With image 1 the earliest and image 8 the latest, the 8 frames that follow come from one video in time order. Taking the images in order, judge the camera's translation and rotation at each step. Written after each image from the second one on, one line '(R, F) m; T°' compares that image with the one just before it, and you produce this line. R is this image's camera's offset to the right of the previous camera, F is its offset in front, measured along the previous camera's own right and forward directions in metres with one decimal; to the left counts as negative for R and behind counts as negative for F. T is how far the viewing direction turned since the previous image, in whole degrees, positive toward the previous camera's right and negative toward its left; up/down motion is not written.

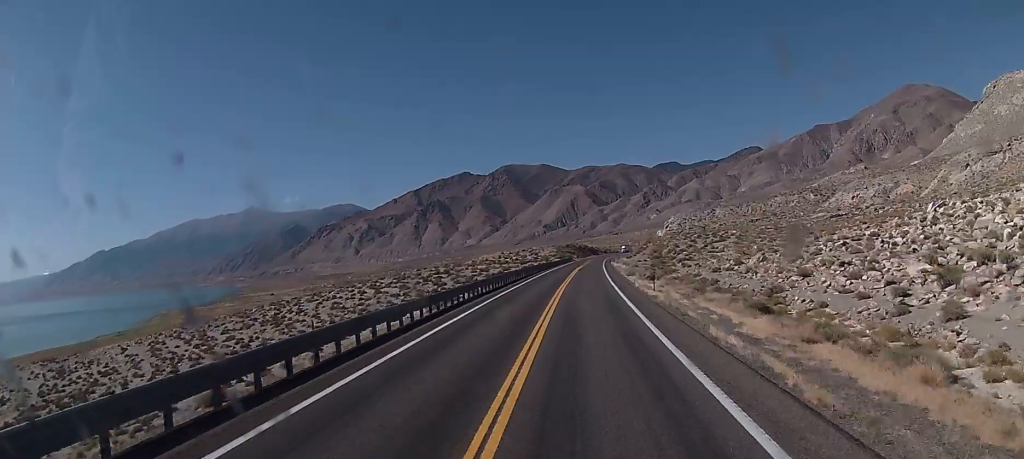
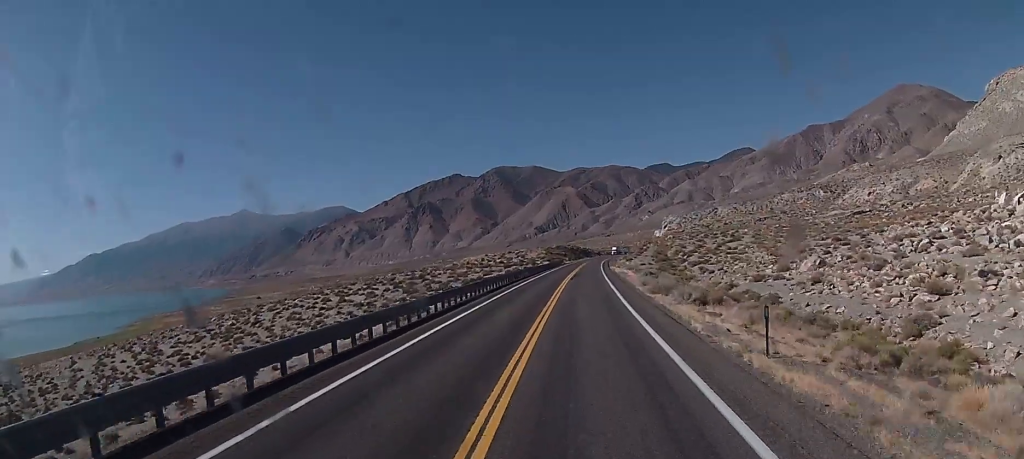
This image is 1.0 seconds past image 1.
(+0.2, +26.8) m; +1°
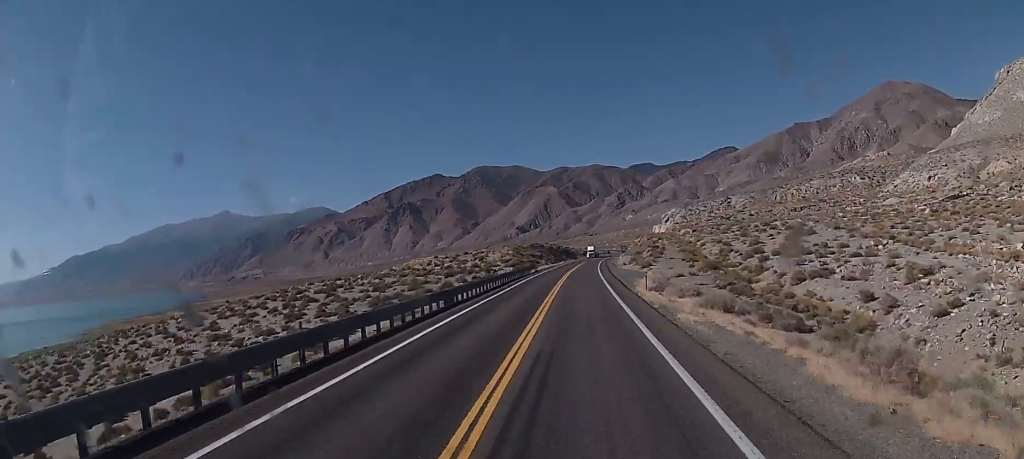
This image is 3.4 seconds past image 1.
(+1.1, +65.5) m; +2°
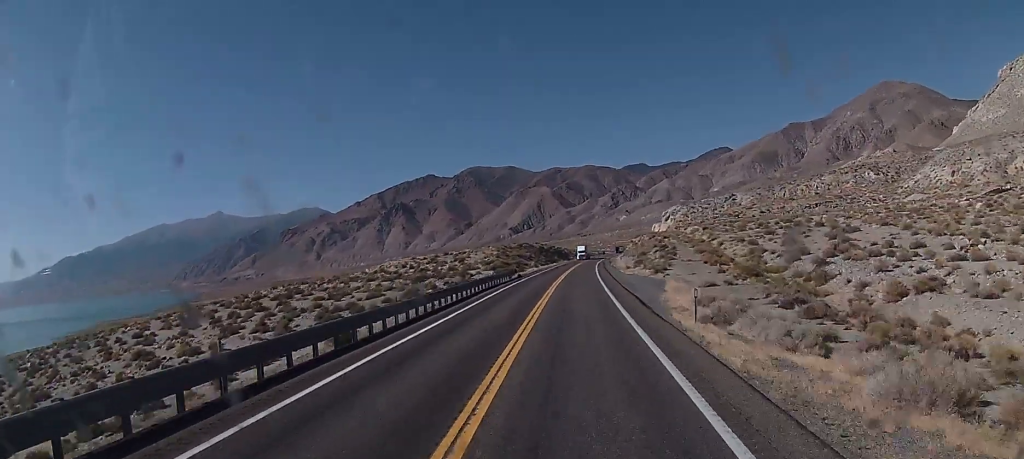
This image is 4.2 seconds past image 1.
(0.0, +19.9) m; +1°
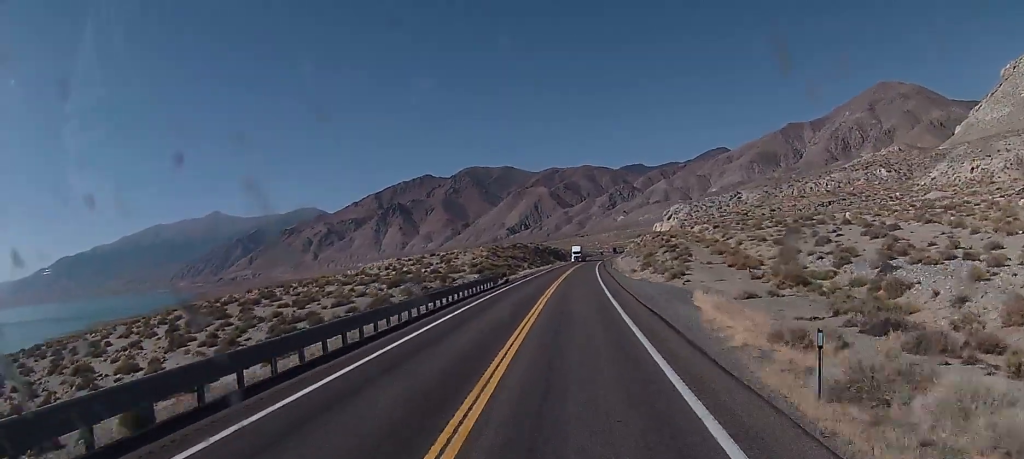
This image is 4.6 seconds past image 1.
(0.0, +12.6) m; 0°
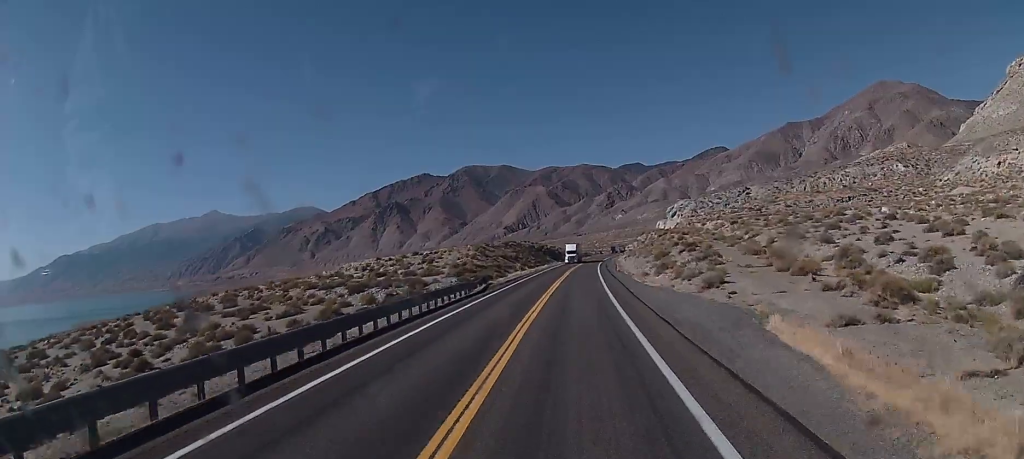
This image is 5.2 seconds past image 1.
(+0.2, +15.3) m; 0°
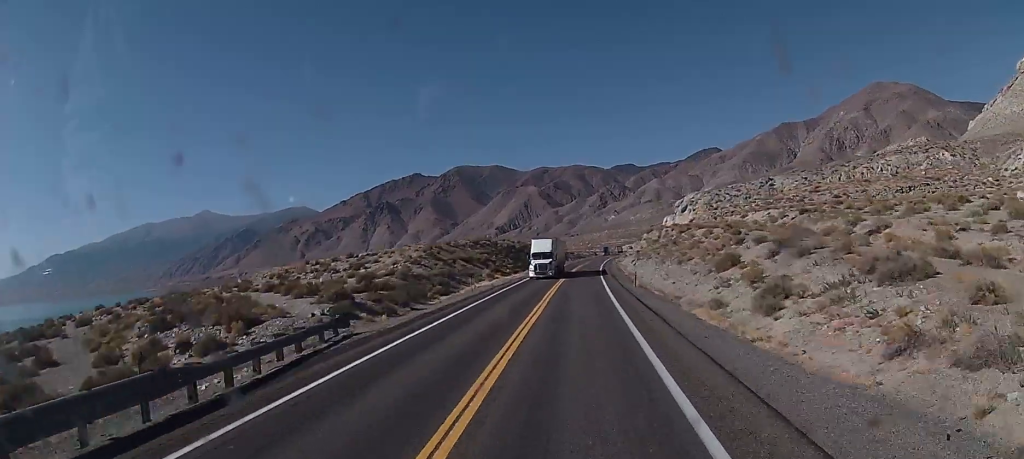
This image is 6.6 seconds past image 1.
(+0.1, +36.5) m; 0°
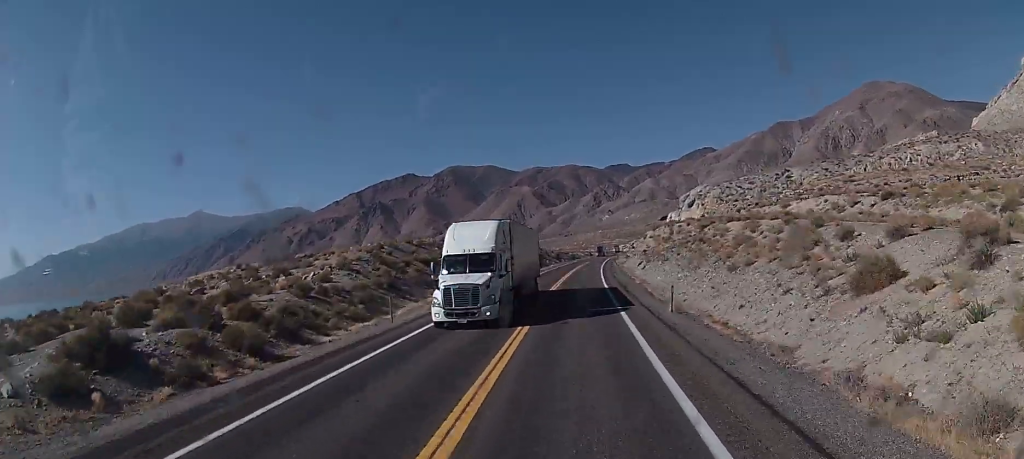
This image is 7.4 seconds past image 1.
(0.0, +21.4) m; +1°
